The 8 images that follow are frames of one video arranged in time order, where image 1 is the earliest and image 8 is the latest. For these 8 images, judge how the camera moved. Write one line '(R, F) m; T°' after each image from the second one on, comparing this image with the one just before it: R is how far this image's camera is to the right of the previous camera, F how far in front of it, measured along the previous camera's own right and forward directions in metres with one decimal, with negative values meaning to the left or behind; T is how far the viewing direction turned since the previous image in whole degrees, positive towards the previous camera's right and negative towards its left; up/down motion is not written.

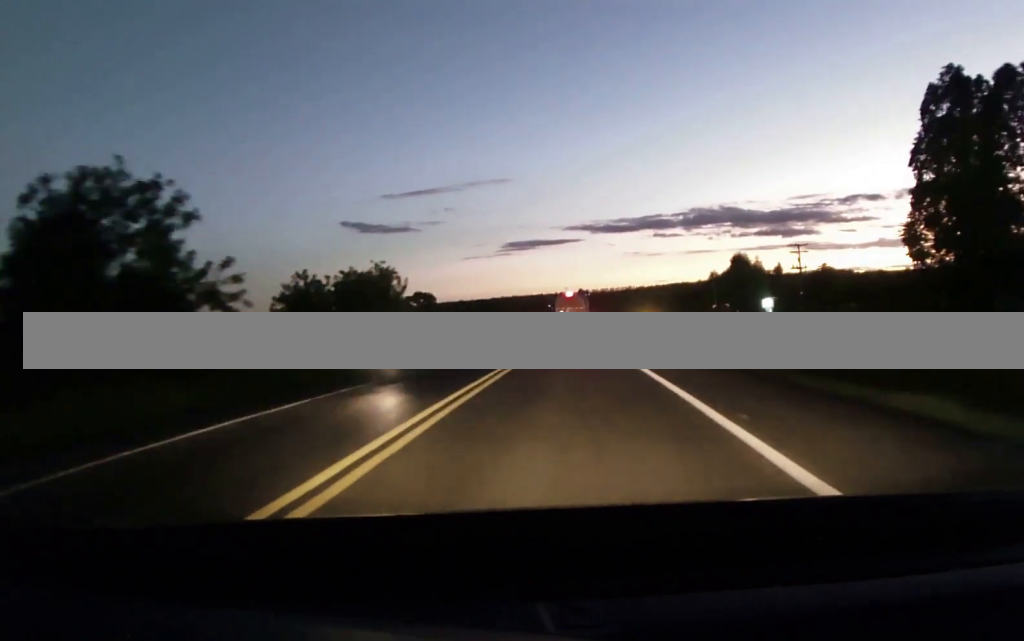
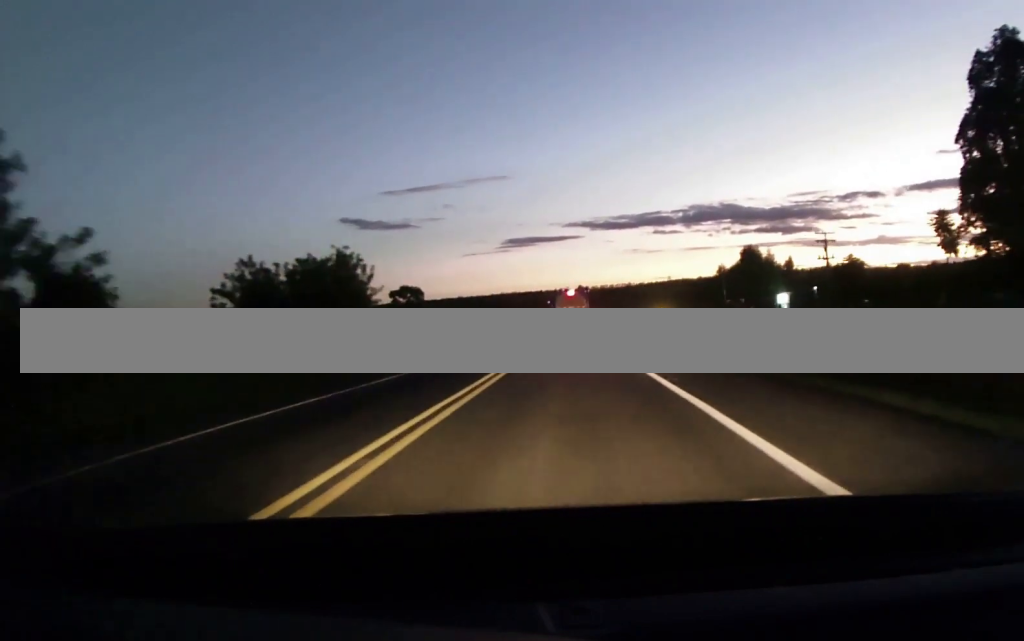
(+0.2, +11.3) m; 0°
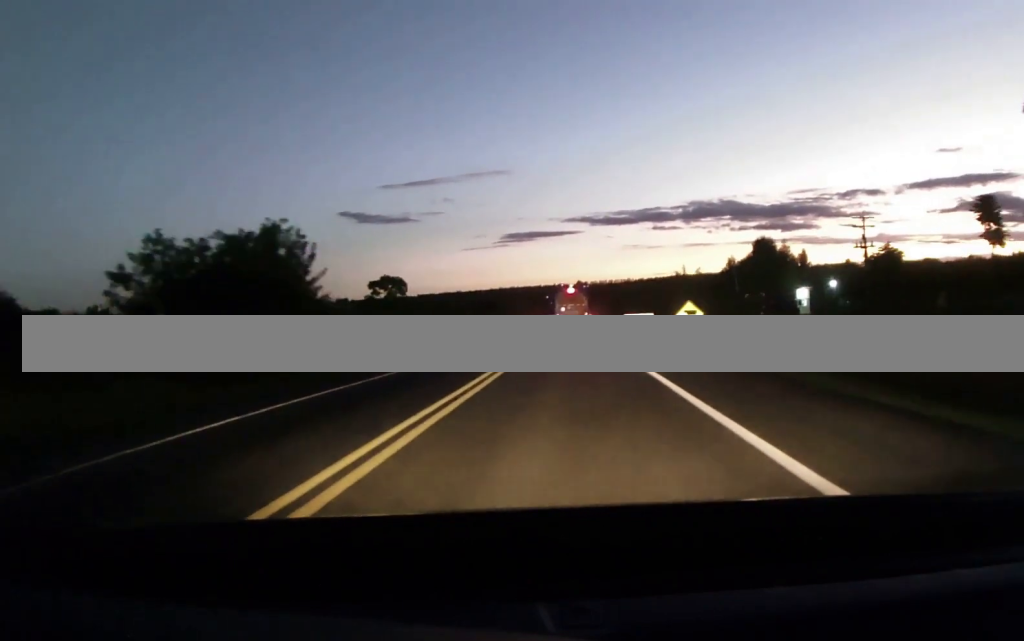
(+0.1, +12.6) m; 0°
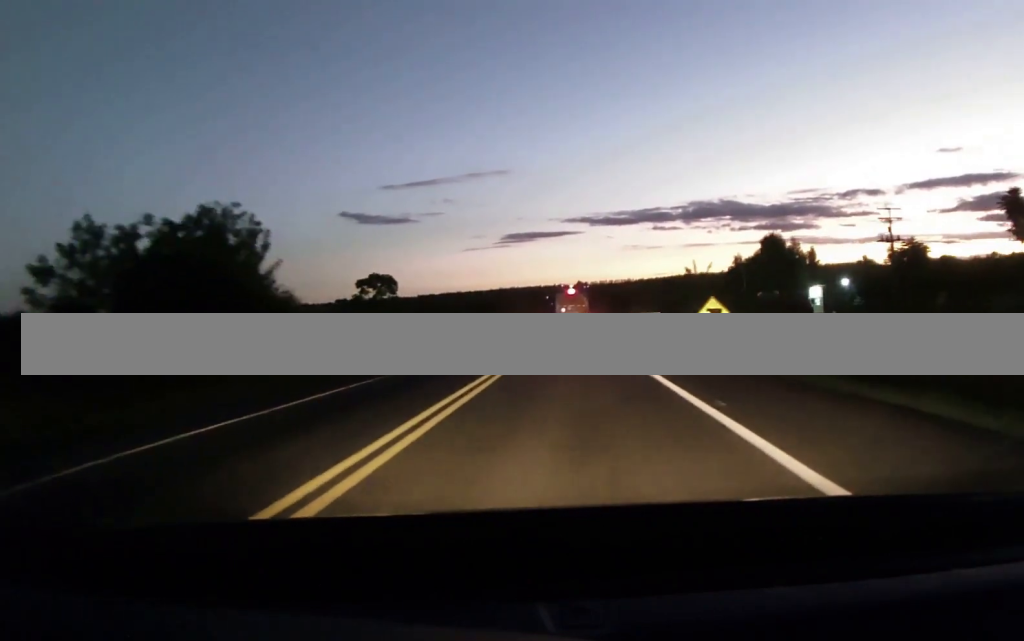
(-0.1, +6.6) m; -1°
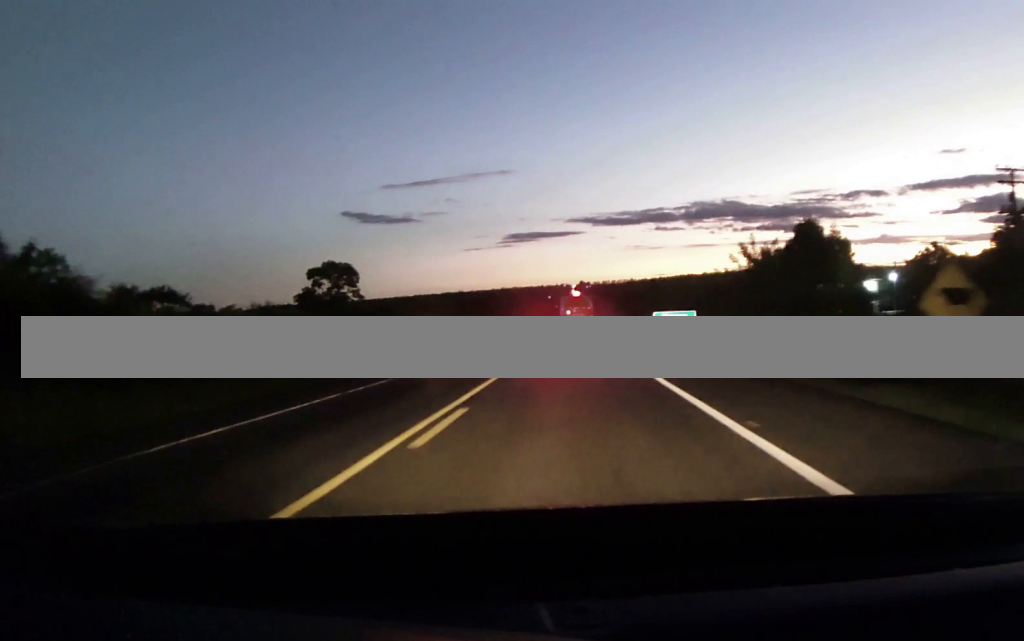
(-0.1, +21.3) m; +1°
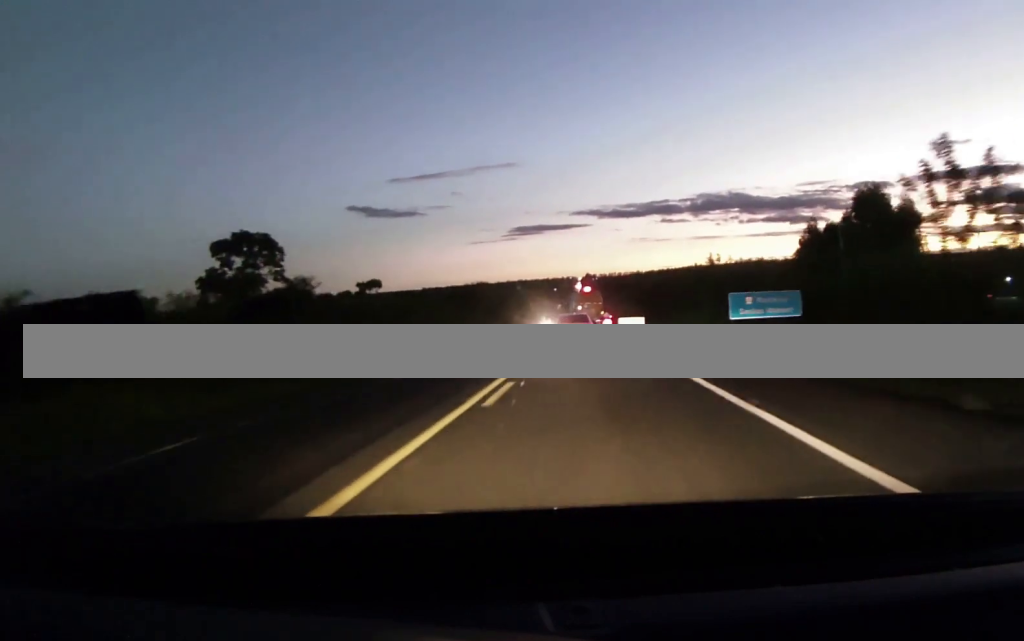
(+0.4, +25.2) m; 0°
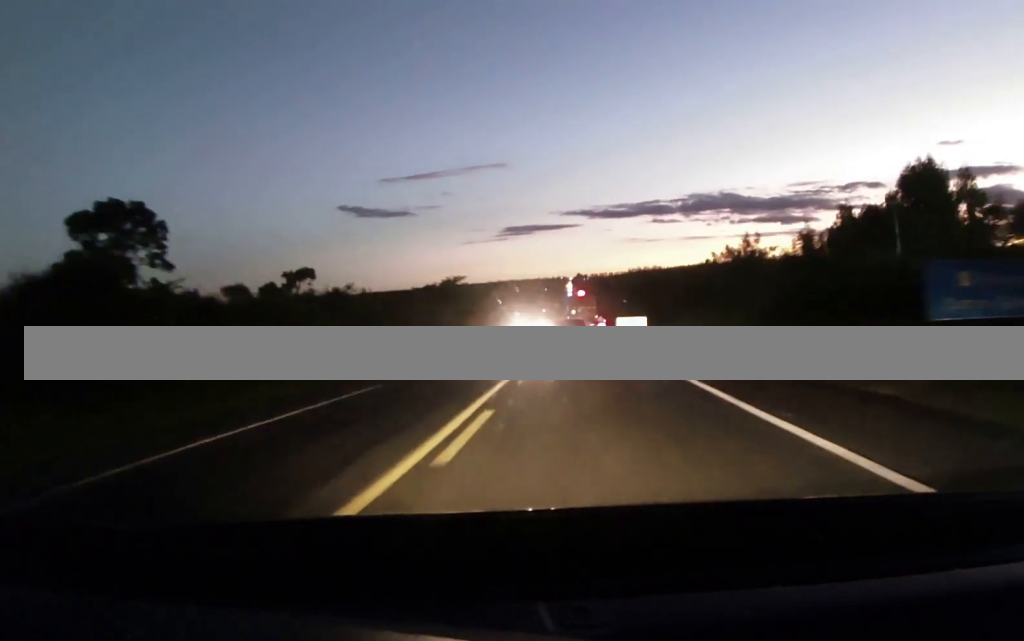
(-0.3, +18.3) m; -1°
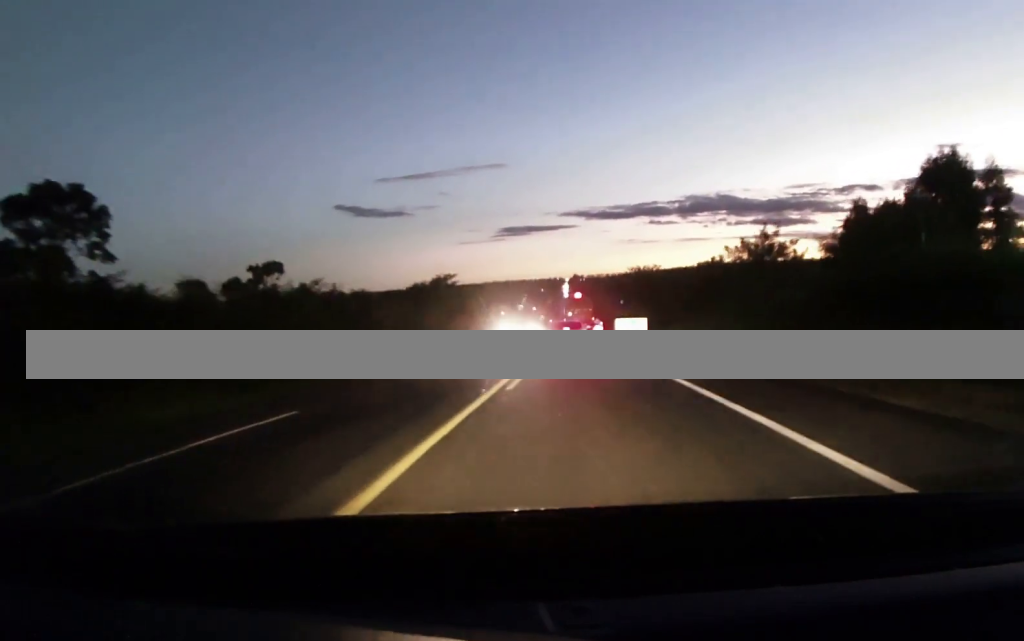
(0.0, +6.1) m; +1°
